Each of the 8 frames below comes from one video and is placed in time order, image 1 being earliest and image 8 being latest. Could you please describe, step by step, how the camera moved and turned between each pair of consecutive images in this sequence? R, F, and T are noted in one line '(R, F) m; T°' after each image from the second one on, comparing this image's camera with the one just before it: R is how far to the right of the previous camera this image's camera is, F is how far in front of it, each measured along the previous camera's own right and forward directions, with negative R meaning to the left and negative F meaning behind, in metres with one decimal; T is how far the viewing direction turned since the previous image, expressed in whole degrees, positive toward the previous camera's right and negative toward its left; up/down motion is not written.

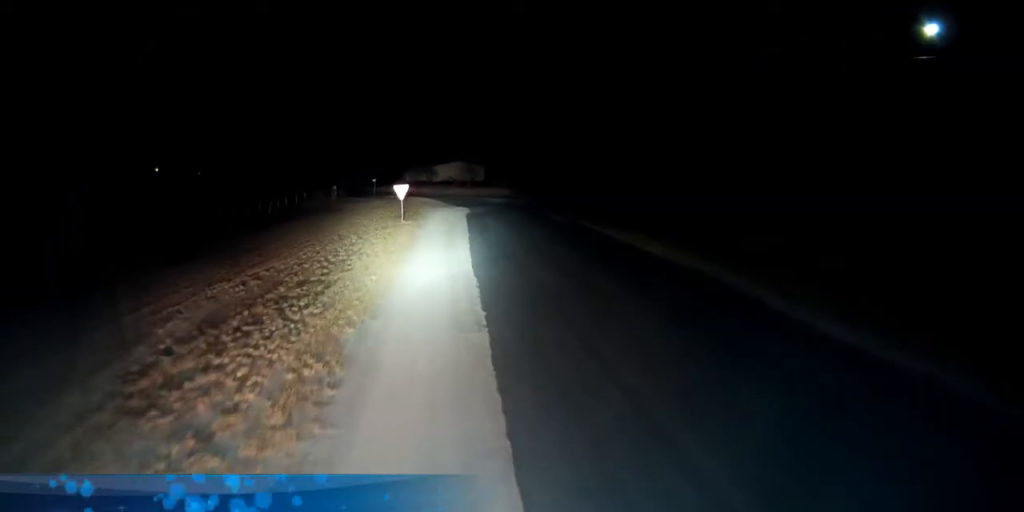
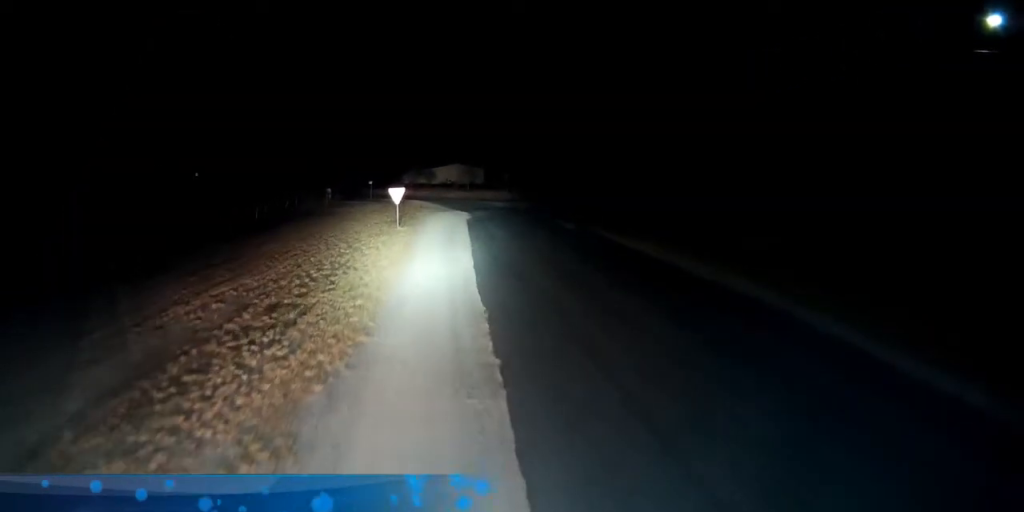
(0.0, +3.5) m; 0°
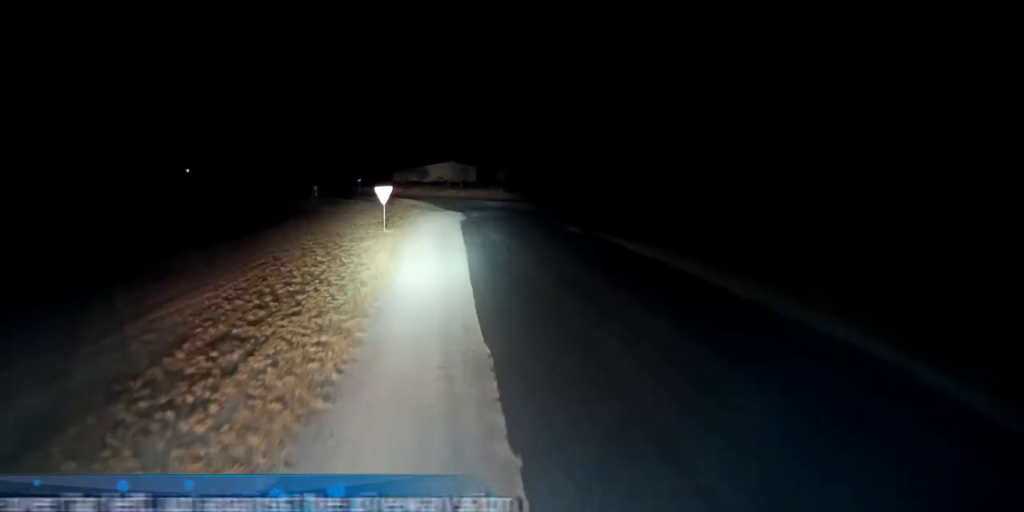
(0.0, +3.9) m; 0°
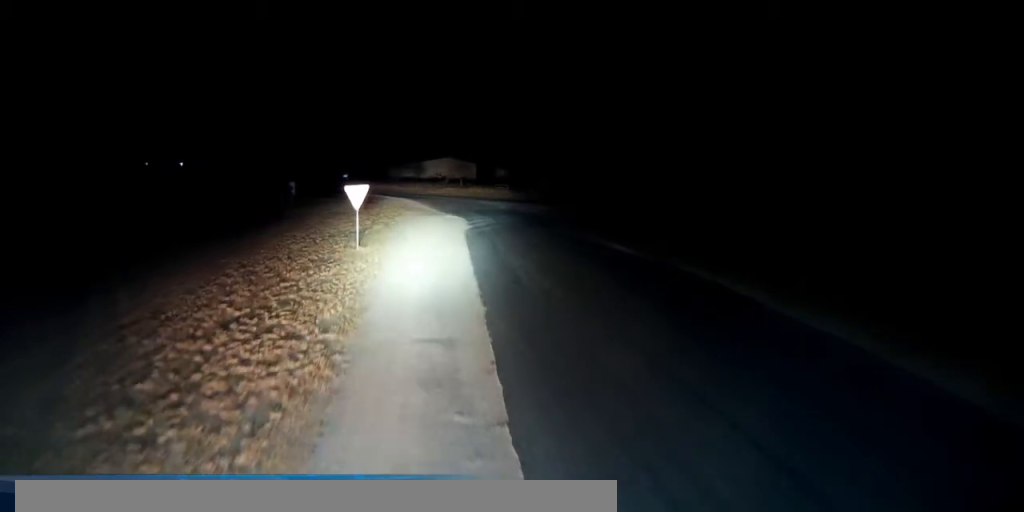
(+0.3, +11.2) m; 0°
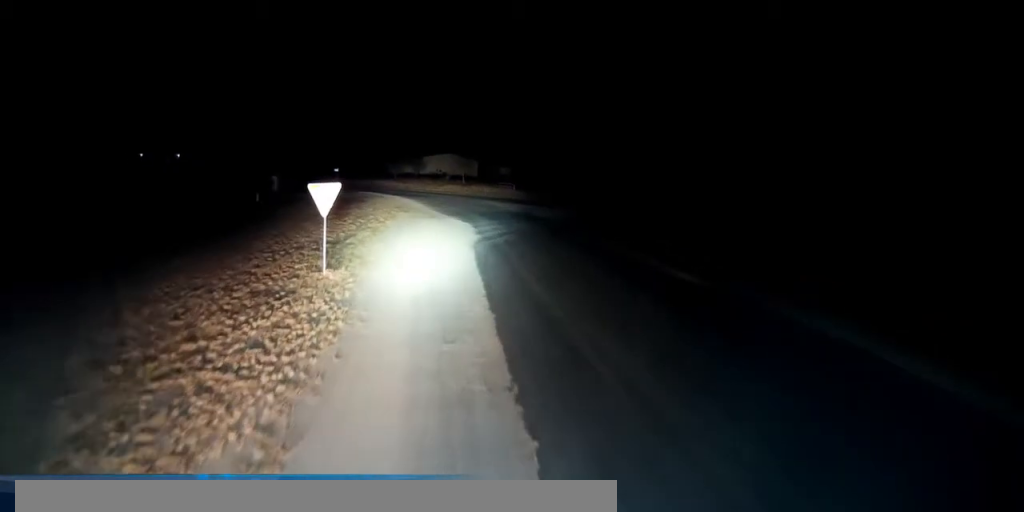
(-0.2, +7.2) m; -2°
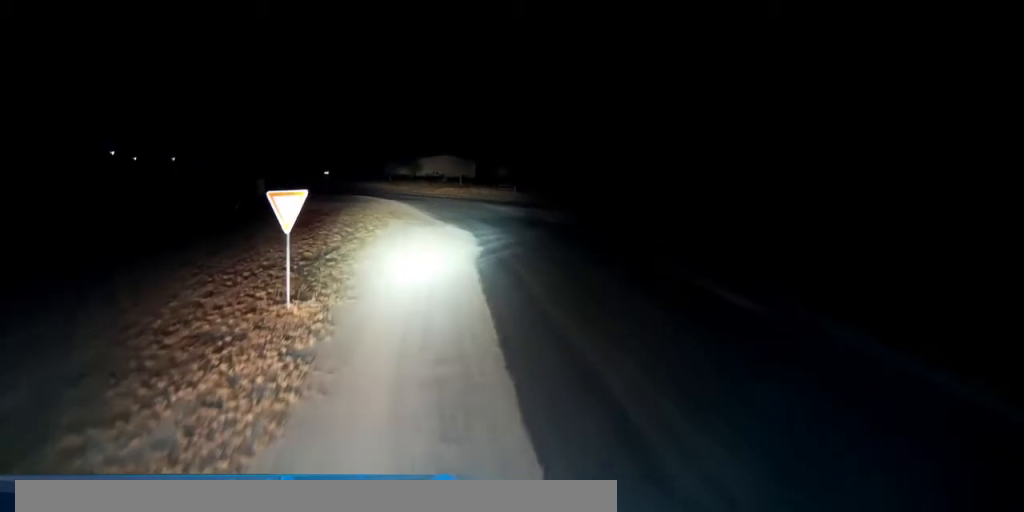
(0.0, +3.8) m; 0°
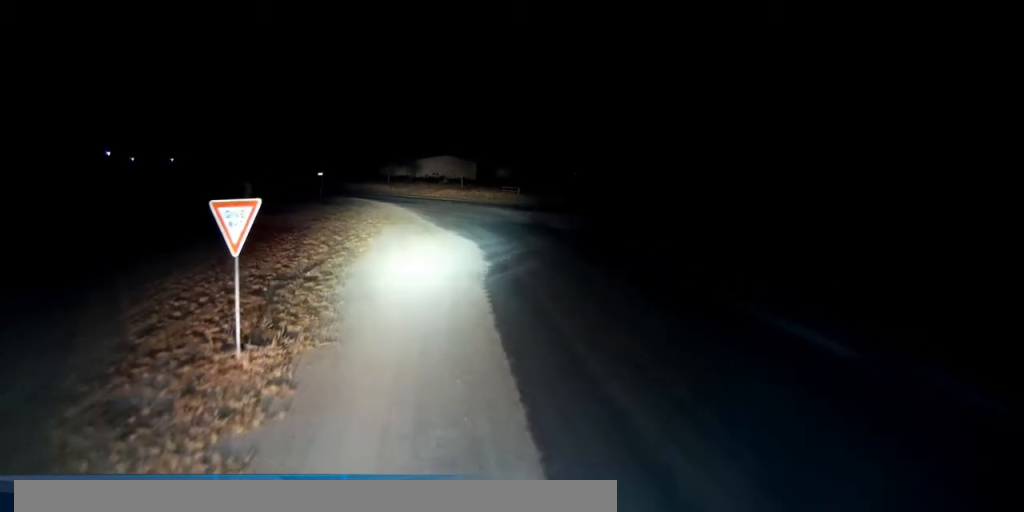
(-0.1, +3.5) m; -1°
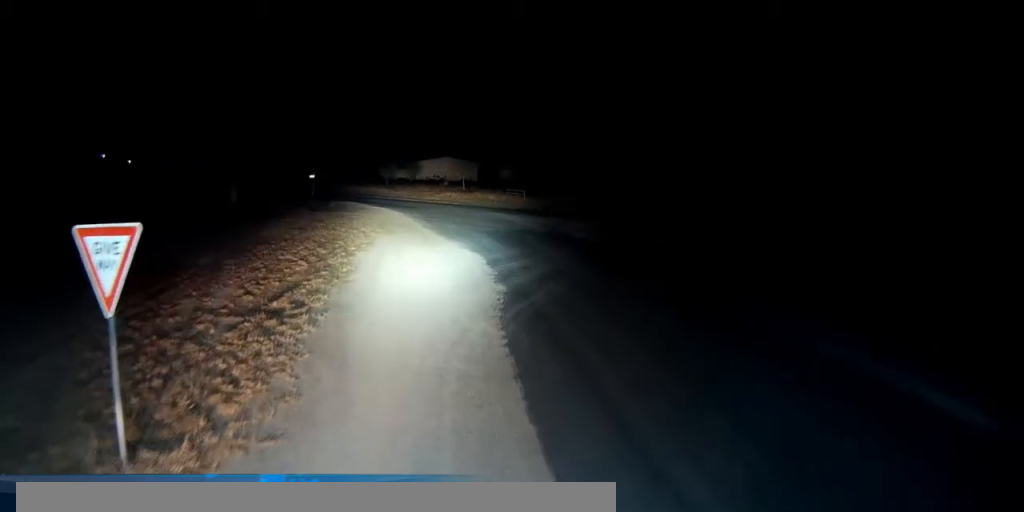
(0.0, +3.9) m; +1°
